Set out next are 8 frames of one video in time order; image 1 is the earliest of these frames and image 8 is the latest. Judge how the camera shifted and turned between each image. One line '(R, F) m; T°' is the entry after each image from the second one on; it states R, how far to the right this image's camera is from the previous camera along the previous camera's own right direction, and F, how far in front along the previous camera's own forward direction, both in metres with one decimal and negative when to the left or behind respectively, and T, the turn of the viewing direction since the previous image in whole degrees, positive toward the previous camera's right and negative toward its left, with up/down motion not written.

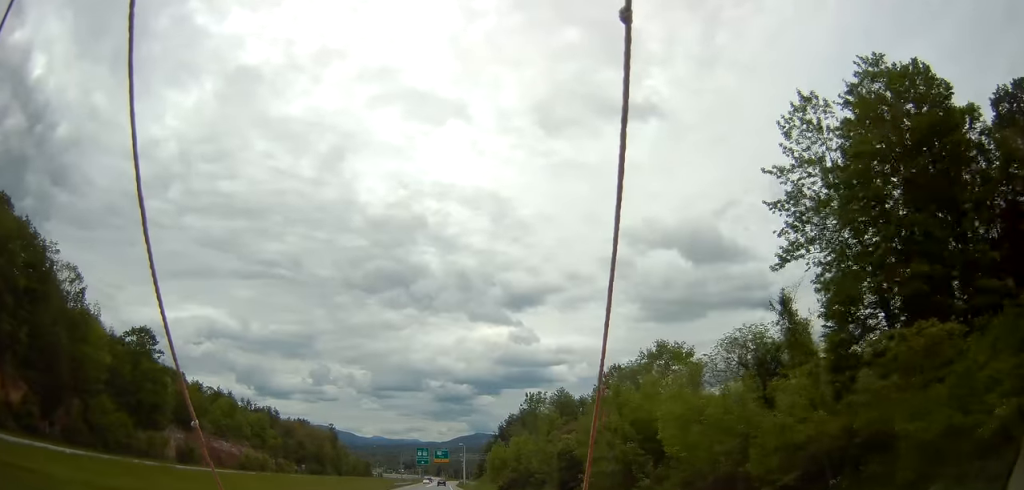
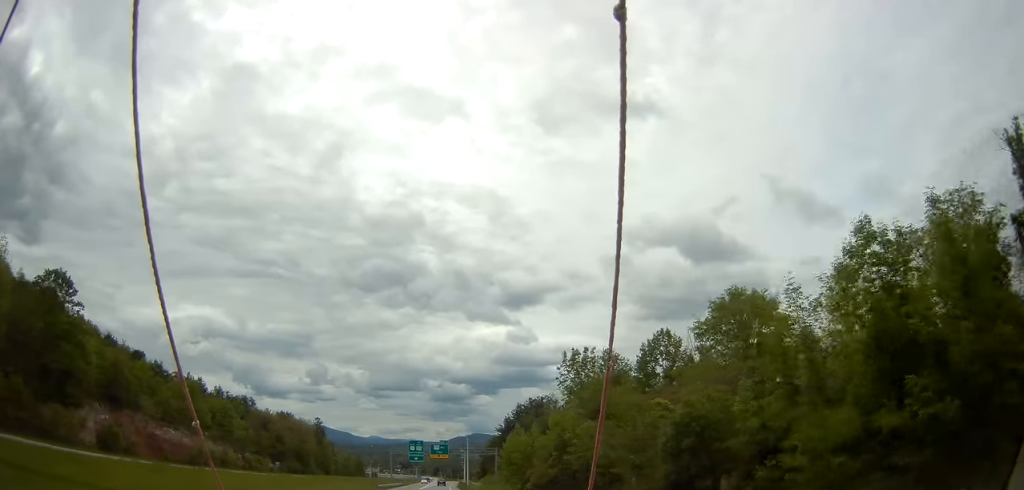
(+0.3, +27.2) m; 0°
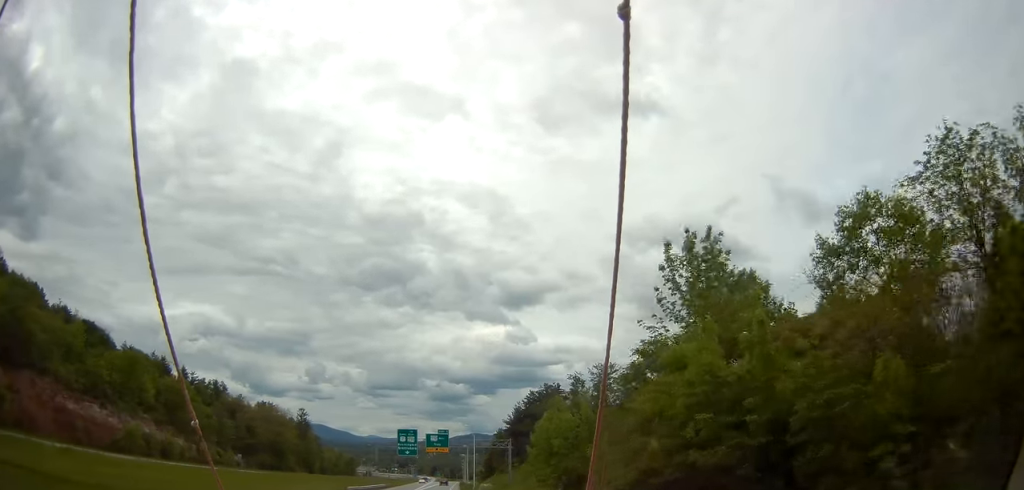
(-0.3, +27.2) m; 0°
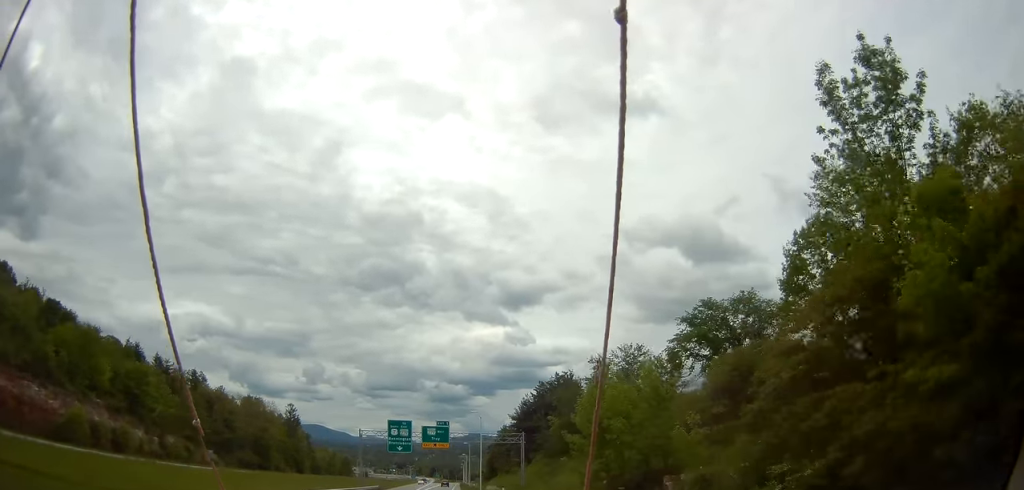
(+0.2, +16.0) m; +1°
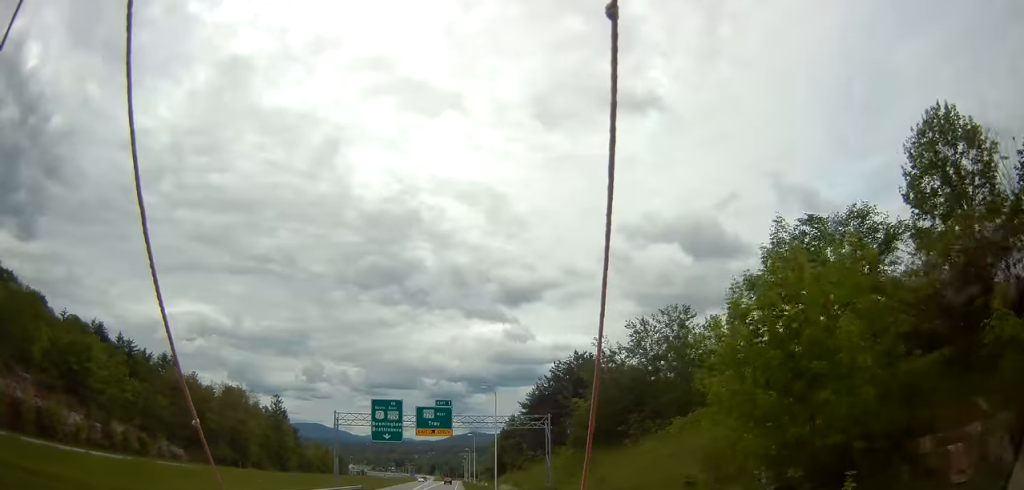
(+0.1, +19.3) m; 0°
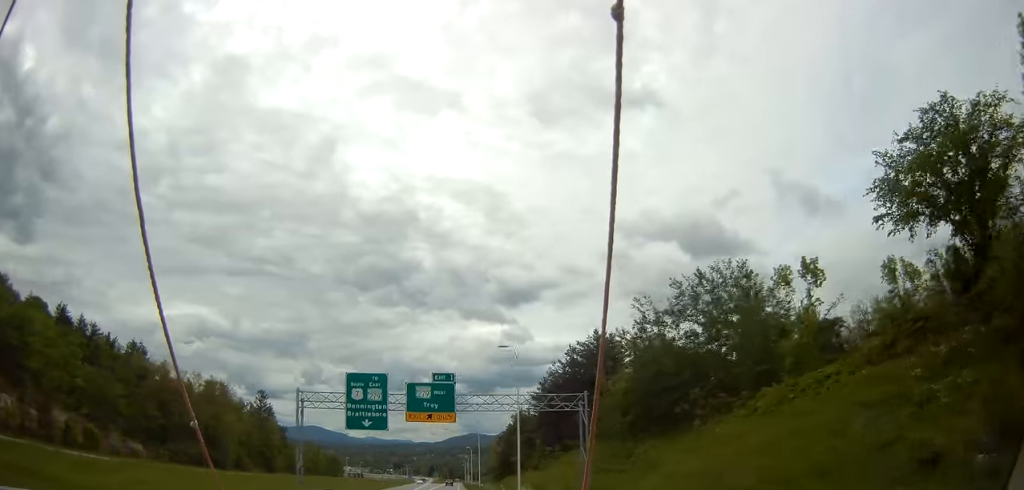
(0.0, +16.0) m; 0°
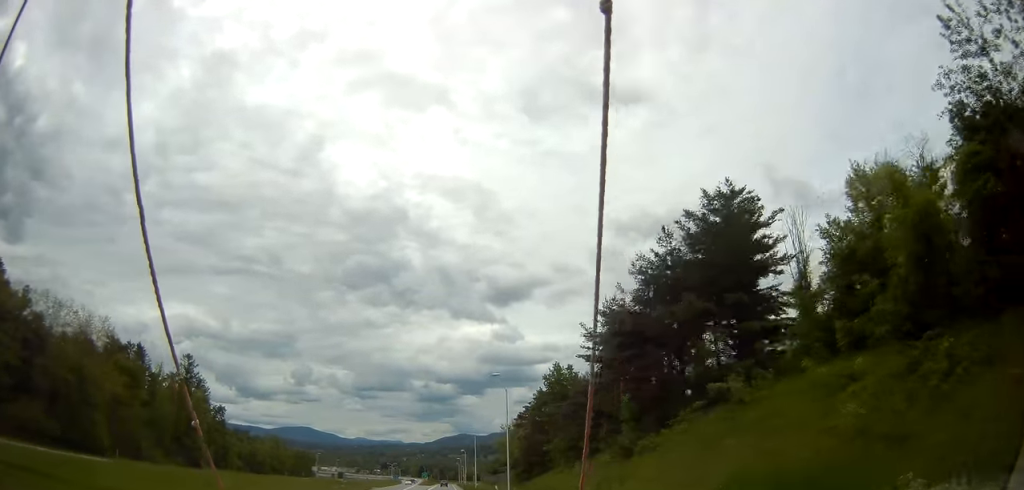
(+0.6, +50.5) m; +1°
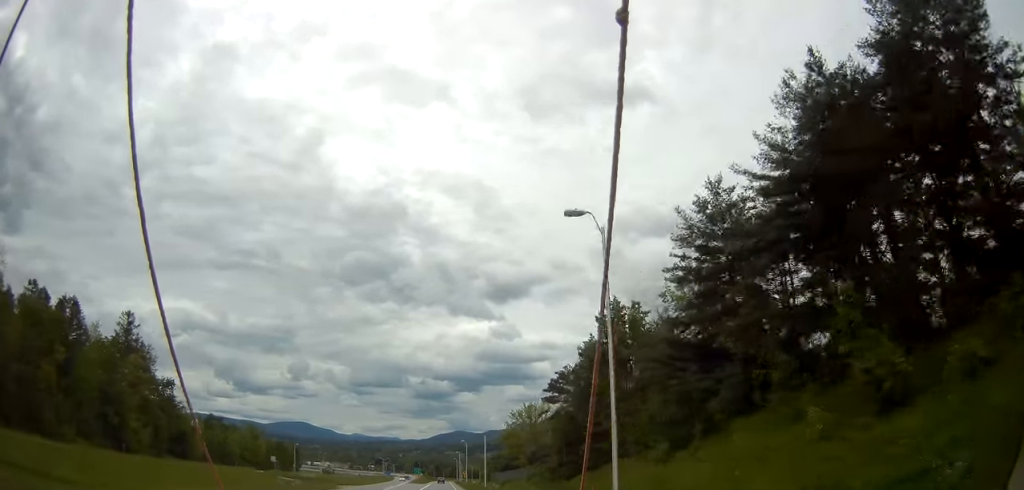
(-0.1, +29.1) m; 0°
